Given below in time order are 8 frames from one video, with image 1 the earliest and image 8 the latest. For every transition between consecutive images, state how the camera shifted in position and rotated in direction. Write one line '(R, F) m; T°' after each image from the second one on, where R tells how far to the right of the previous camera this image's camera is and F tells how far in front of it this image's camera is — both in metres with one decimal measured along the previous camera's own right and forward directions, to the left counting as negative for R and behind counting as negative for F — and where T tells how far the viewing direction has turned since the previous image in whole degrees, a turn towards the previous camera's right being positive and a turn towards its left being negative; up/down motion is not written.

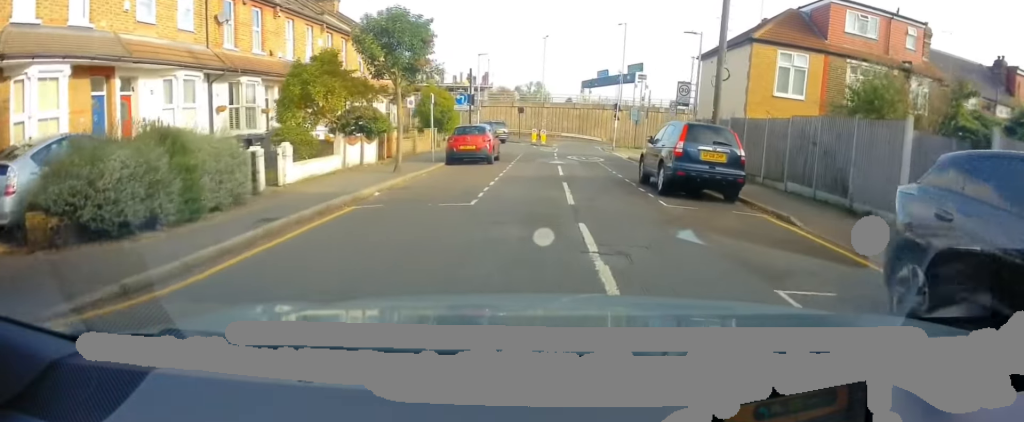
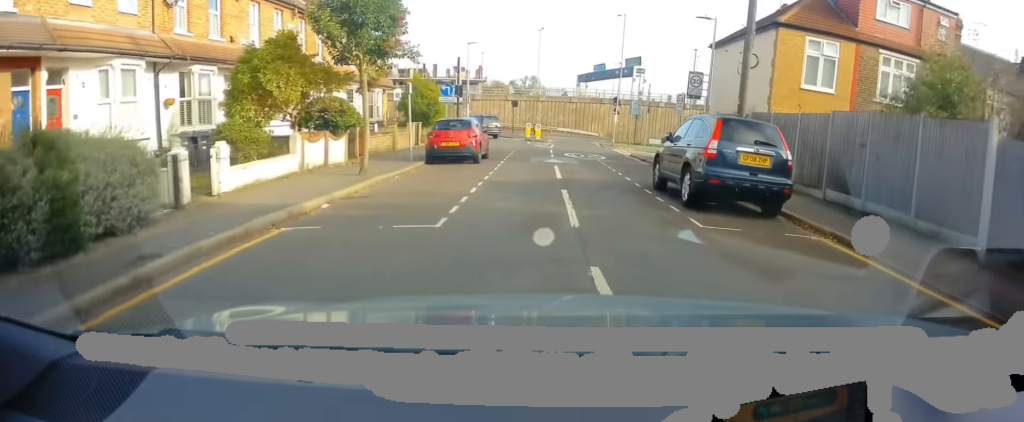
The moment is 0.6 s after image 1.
(+0.1, +2.9) m; +2°
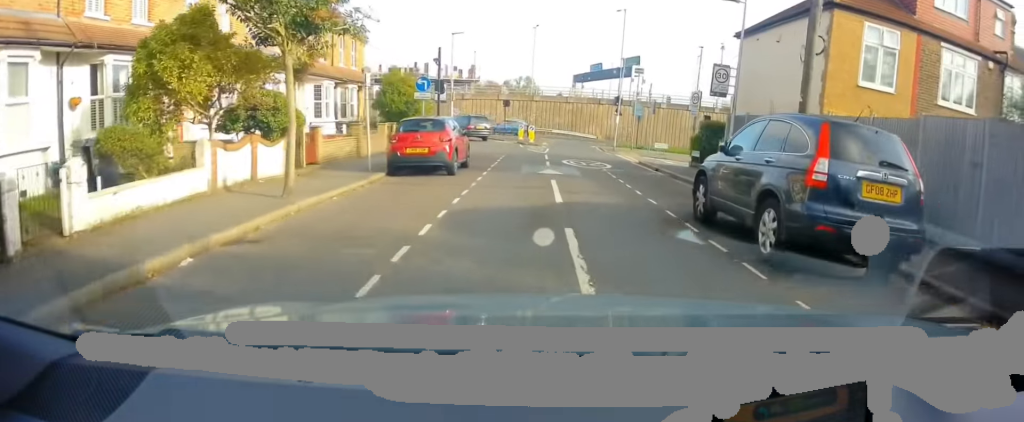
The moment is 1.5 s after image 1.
(0.0, +4.1) m; +3°
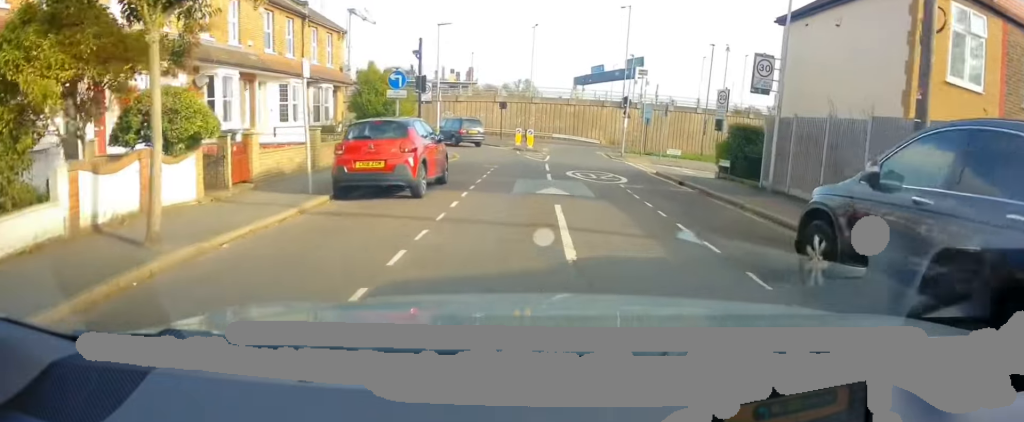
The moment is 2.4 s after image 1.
(+0.2, +4.0) m; 0°
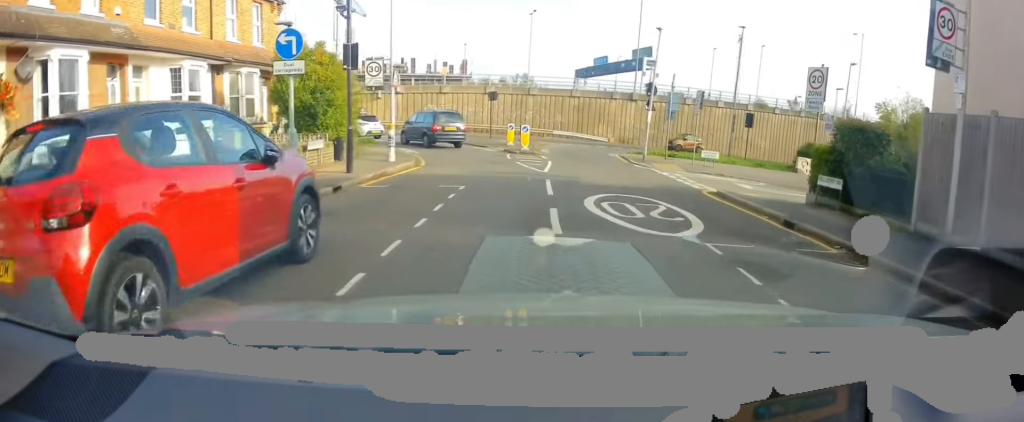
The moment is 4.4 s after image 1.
(-0.2, +8.0) m; -1°
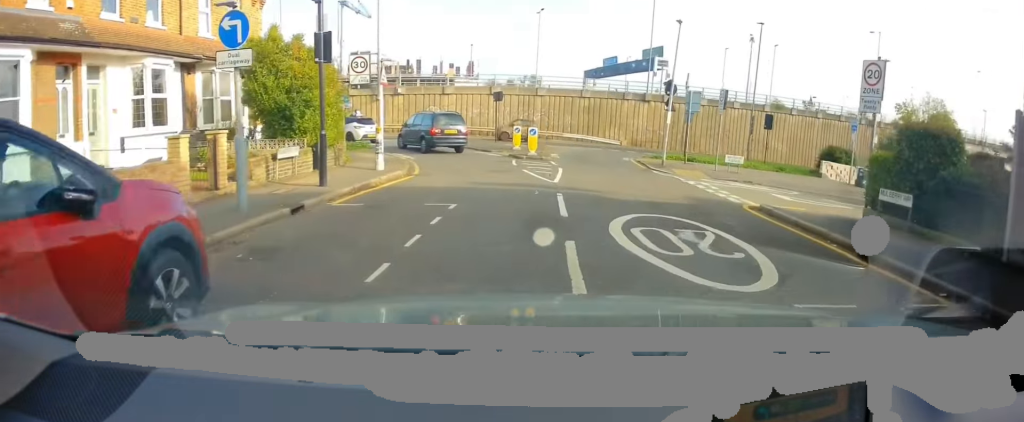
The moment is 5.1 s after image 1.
(0.0, +2.4) m; -3°
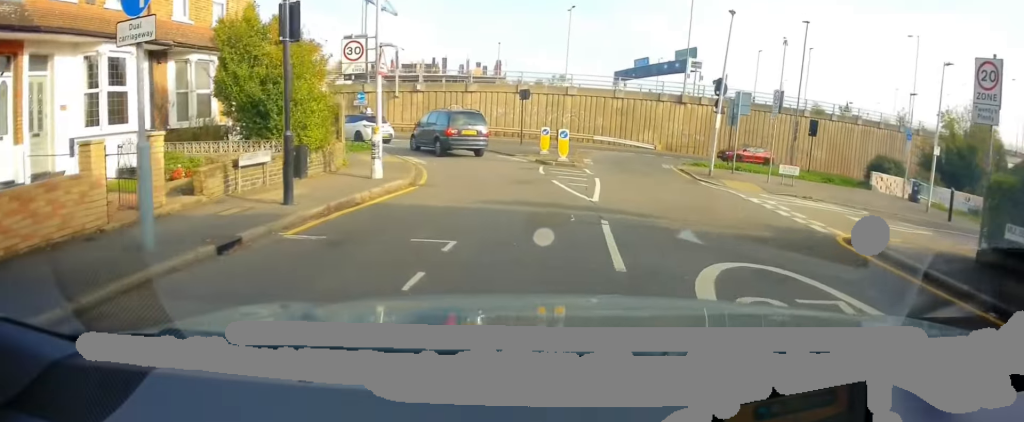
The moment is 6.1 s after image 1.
(-0.2, +3.3) m; -2°
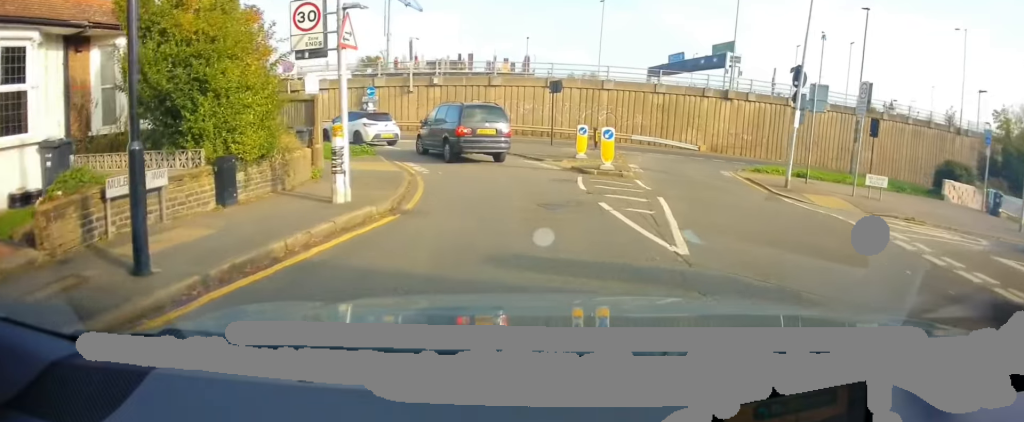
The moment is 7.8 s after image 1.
(+0.1, +4.8) m; +1°
